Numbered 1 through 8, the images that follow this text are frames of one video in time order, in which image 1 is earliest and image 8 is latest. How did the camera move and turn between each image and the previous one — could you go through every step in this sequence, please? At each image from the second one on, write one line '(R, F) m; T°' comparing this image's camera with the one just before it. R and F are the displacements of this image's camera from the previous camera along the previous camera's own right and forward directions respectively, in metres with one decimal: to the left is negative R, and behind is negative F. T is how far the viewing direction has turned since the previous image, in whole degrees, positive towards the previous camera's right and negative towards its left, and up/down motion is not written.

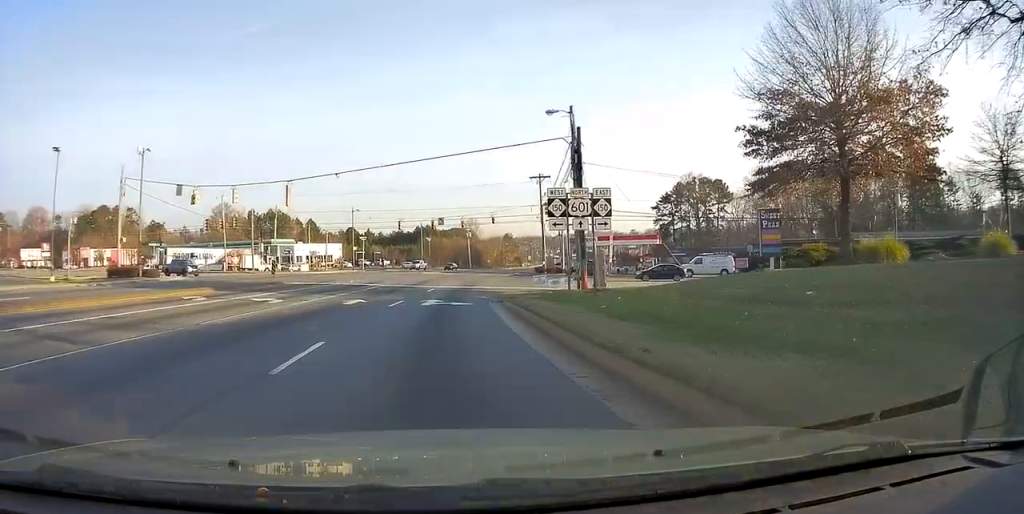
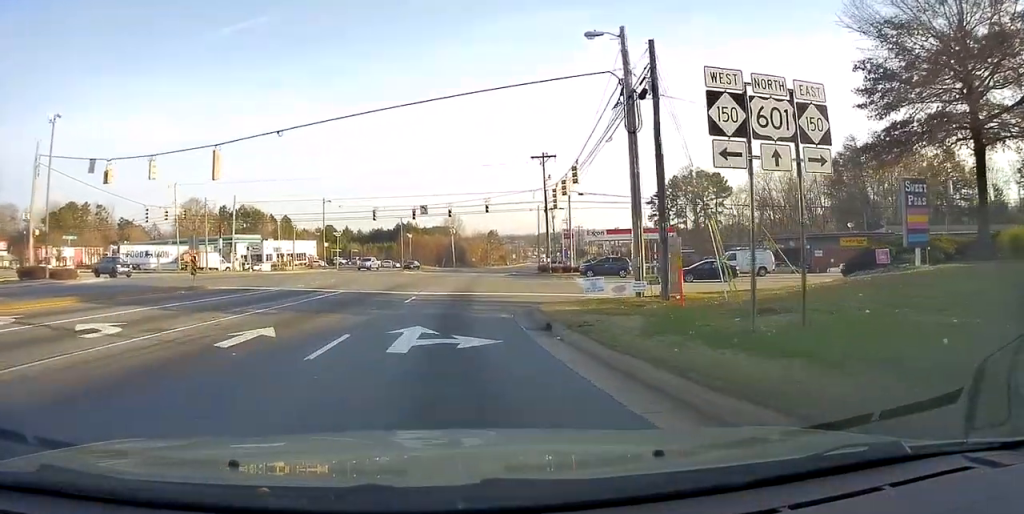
(-0.3, +12.1) m; +1°
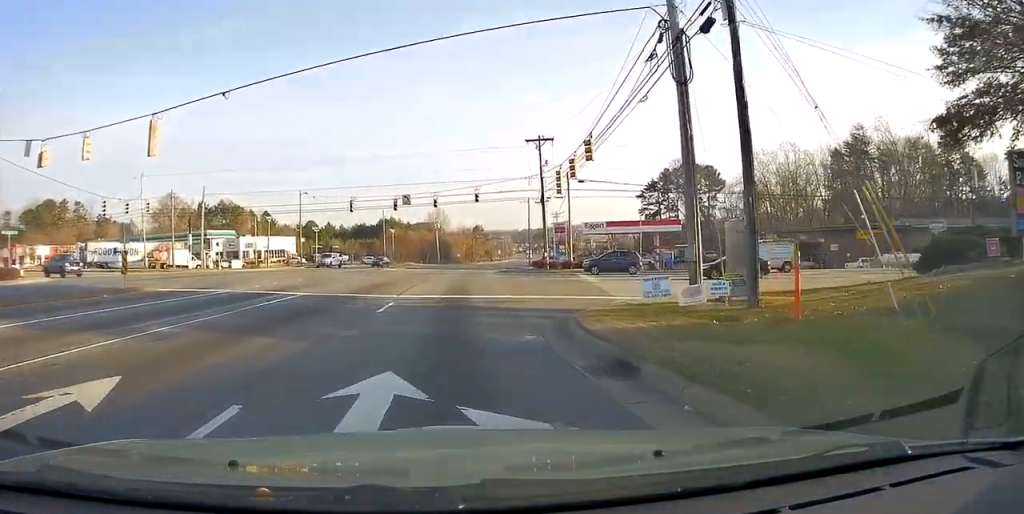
(+0.3, +6.2) m; +3°
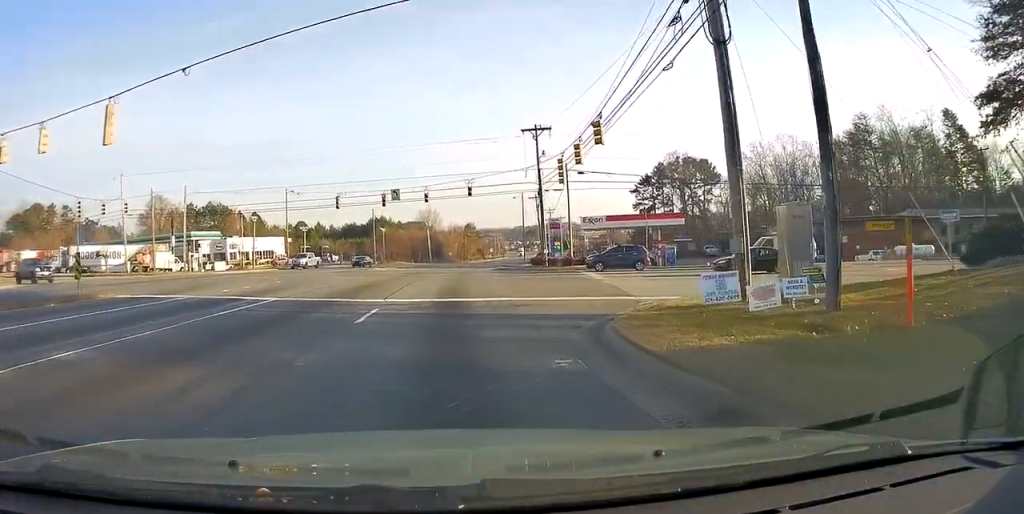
(0.0, +3.1) m; +1°
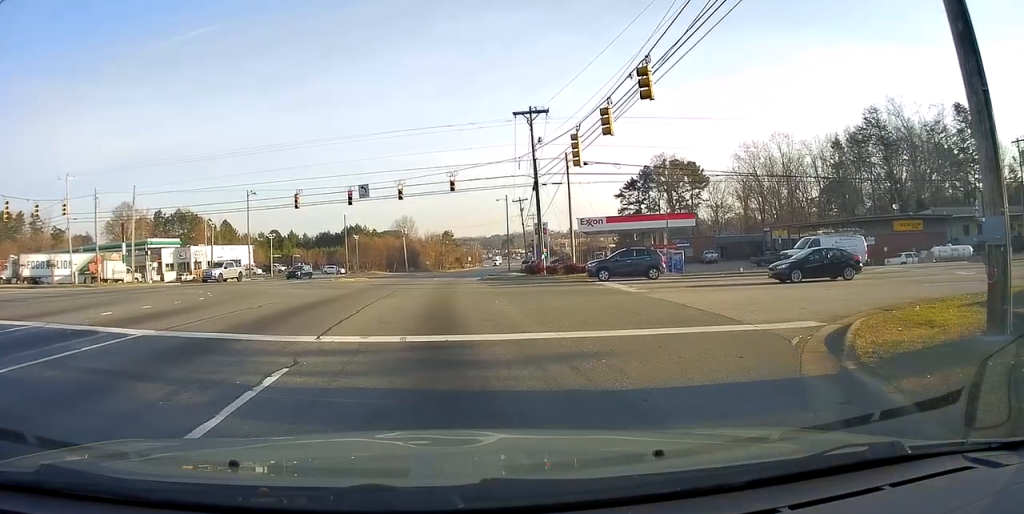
(+0.3, +8.3) m; +6°
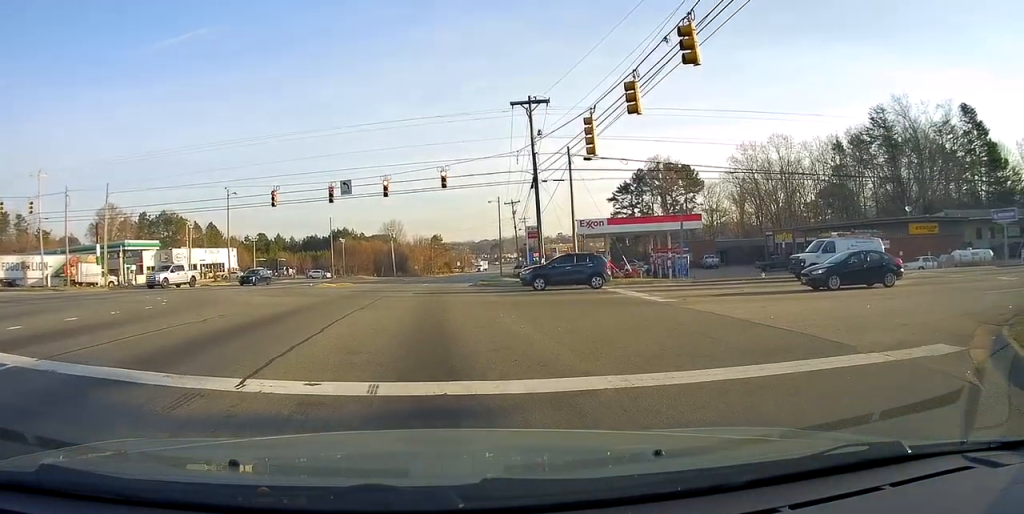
(+0.2, +3.8) m; -1°
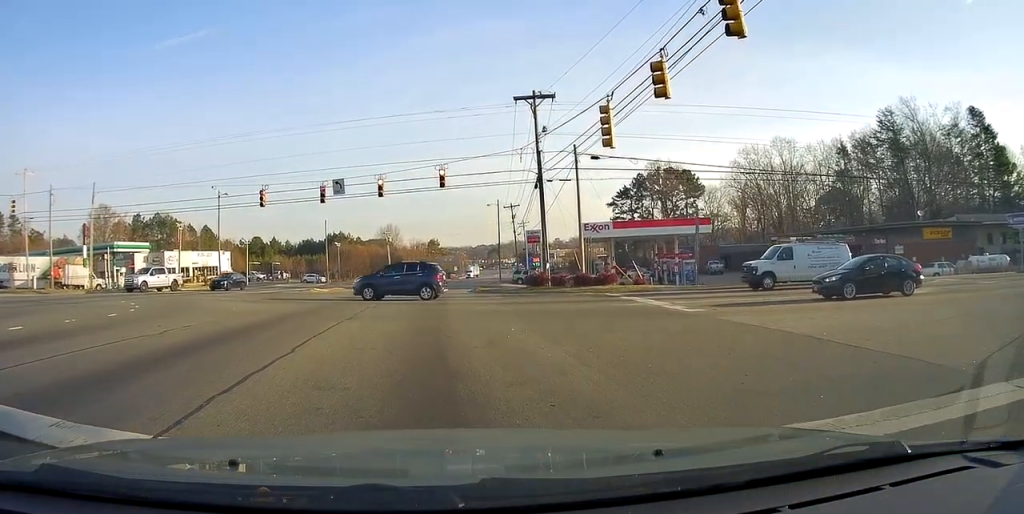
(-0.3, +1.4) m; 0°
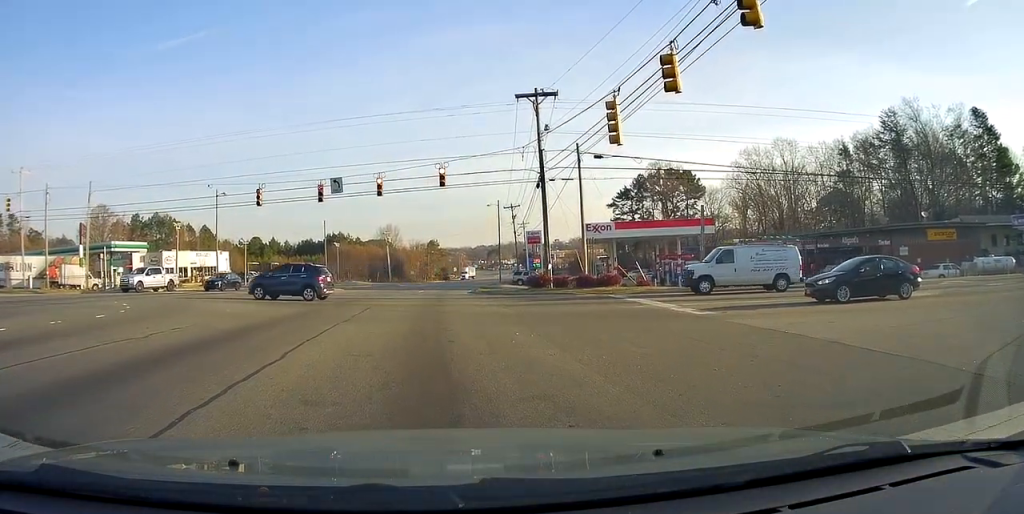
(0.0, -0.2) m; 0°
